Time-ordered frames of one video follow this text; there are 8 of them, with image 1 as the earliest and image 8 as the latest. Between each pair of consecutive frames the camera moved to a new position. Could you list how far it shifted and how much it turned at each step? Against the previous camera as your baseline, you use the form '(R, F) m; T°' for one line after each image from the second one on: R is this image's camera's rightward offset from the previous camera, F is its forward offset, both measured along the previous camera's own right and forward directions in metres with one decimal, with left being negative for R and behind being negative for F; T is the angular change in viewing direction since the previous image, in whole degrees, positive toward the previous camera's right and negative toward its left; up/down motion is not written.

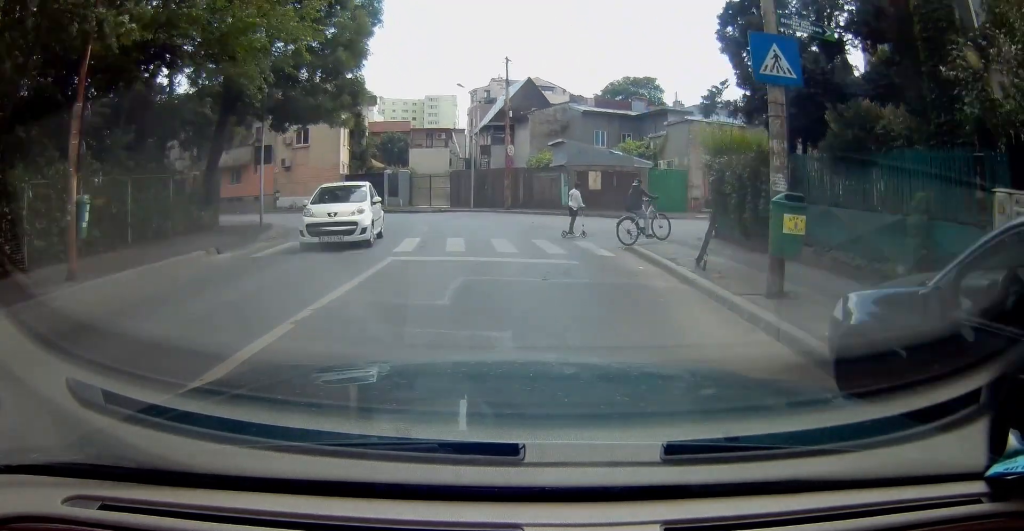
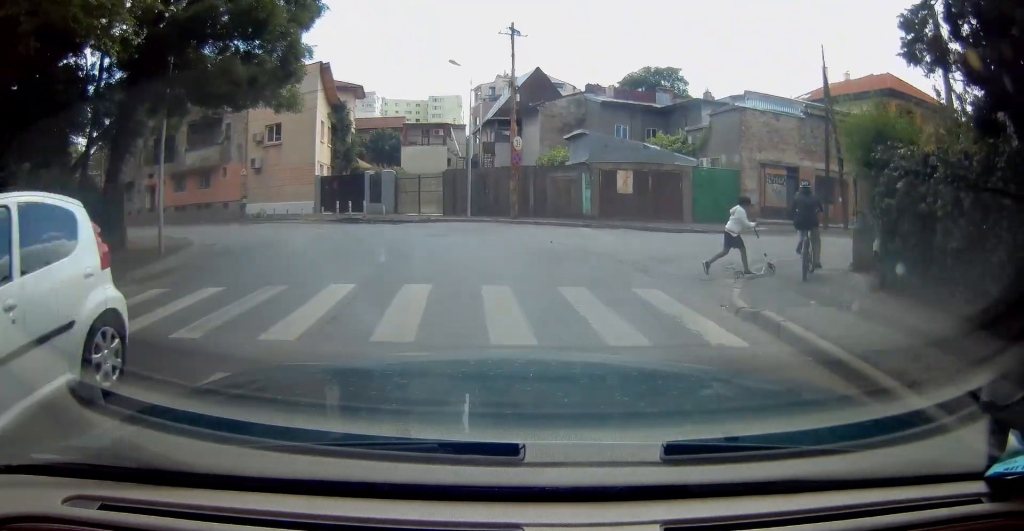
(+0.1, +6.3) m; -3°
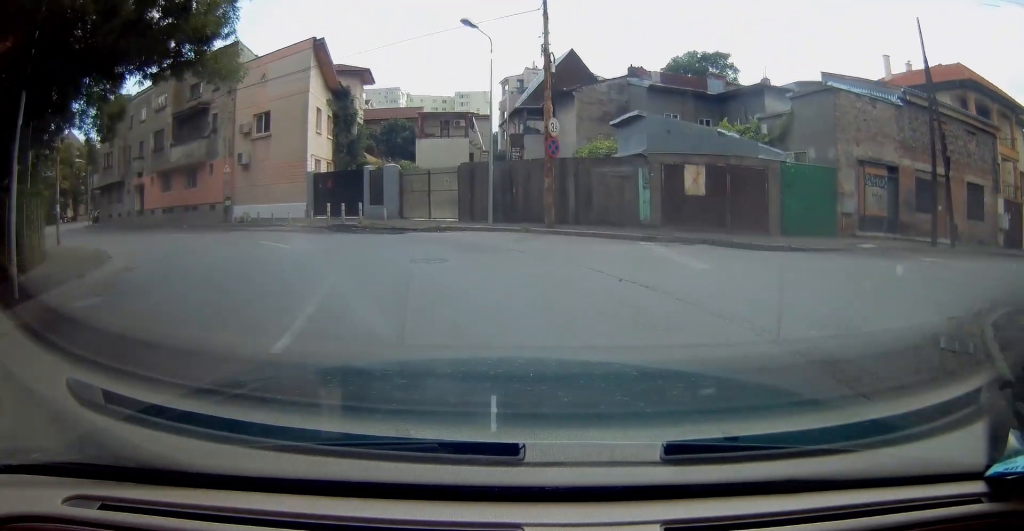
(-0.2, +5.6) m; -10°
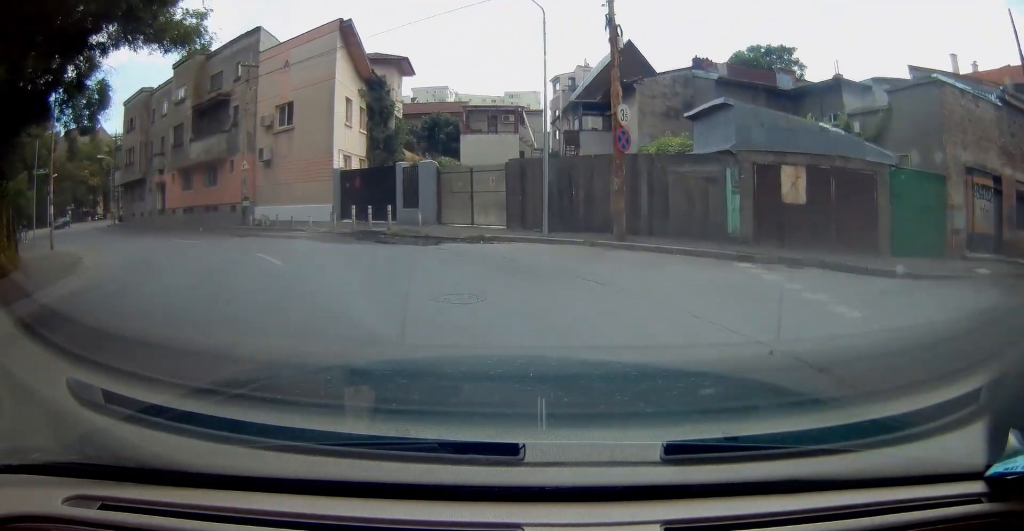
(-0.4, +3.4) m; -9°
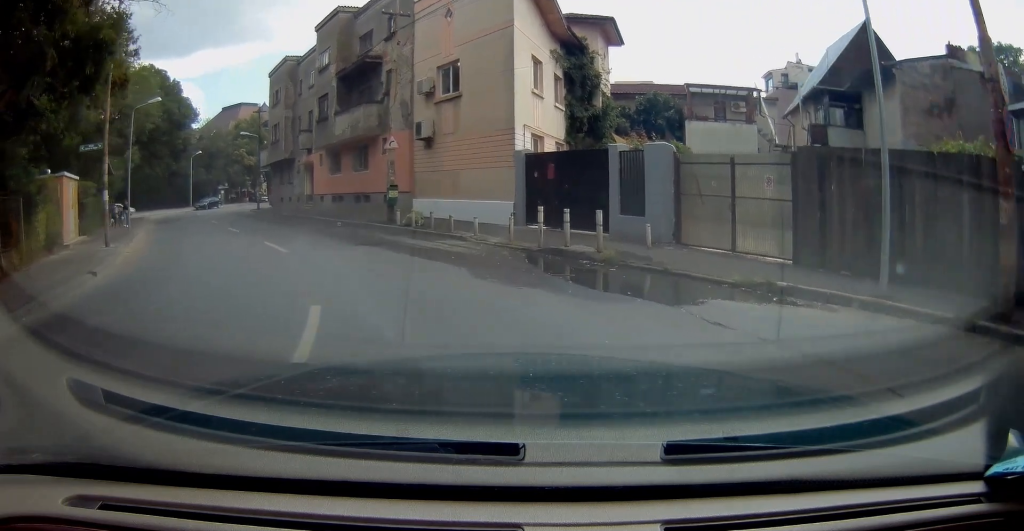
(-1.0, +7.2) m; -17°
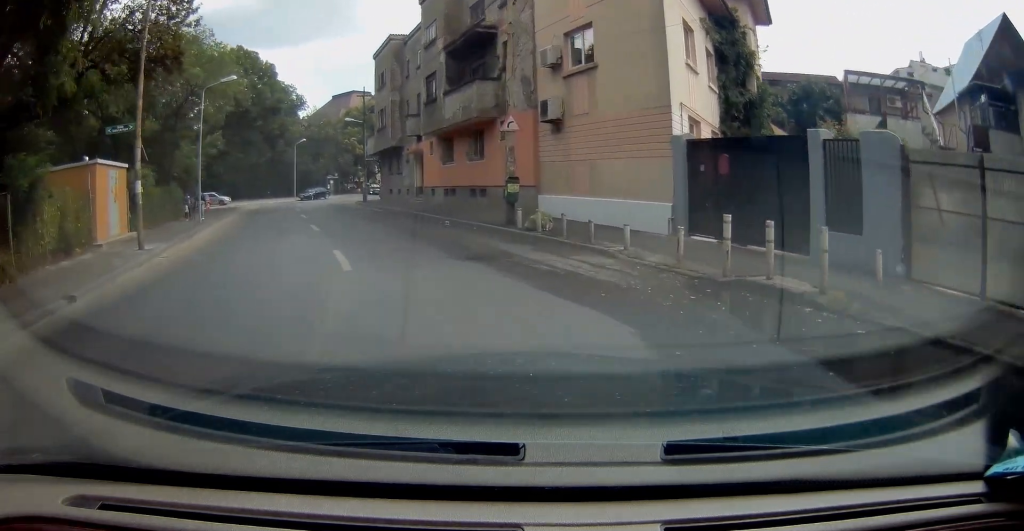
(-0.4, +3.7) m; -7°
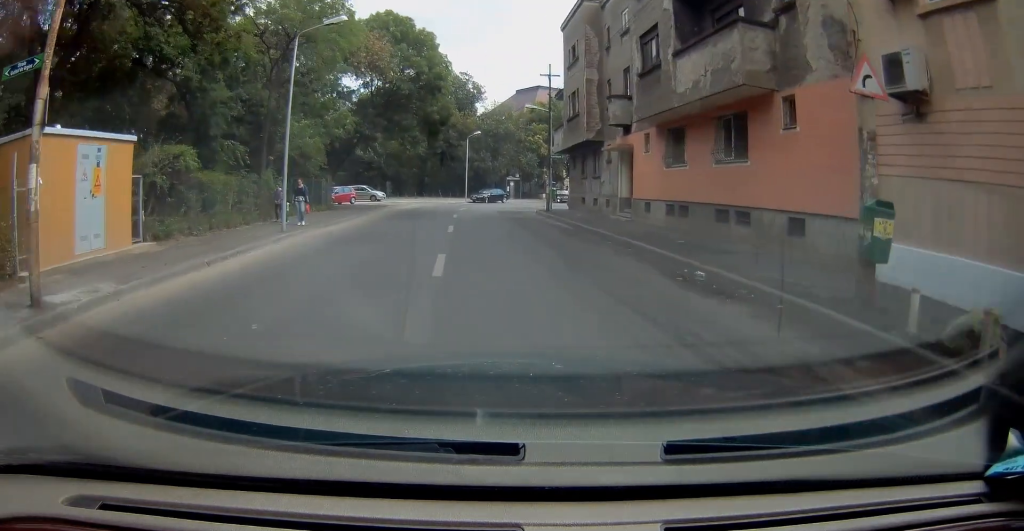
(-1.1, +8.9) m; -15°
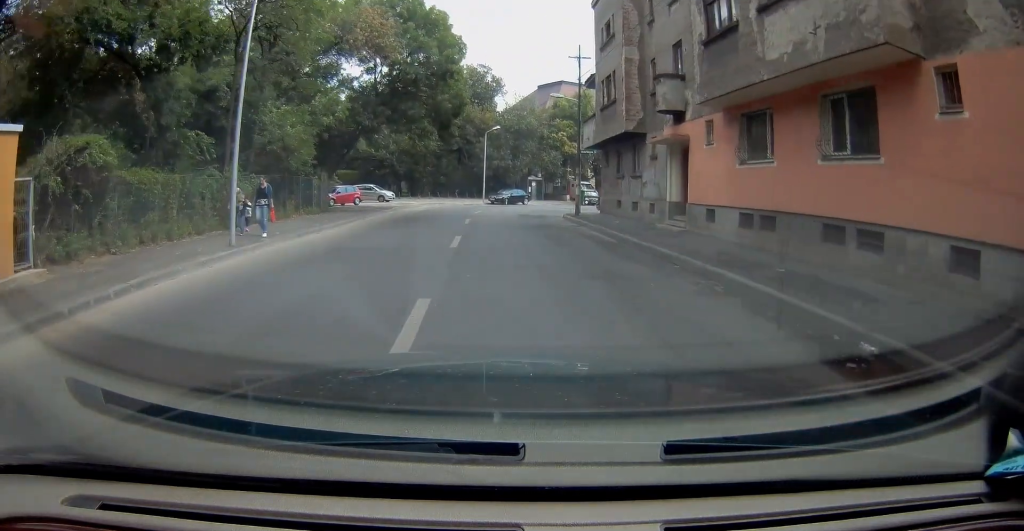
(0.0, +4.4) m; -6°
